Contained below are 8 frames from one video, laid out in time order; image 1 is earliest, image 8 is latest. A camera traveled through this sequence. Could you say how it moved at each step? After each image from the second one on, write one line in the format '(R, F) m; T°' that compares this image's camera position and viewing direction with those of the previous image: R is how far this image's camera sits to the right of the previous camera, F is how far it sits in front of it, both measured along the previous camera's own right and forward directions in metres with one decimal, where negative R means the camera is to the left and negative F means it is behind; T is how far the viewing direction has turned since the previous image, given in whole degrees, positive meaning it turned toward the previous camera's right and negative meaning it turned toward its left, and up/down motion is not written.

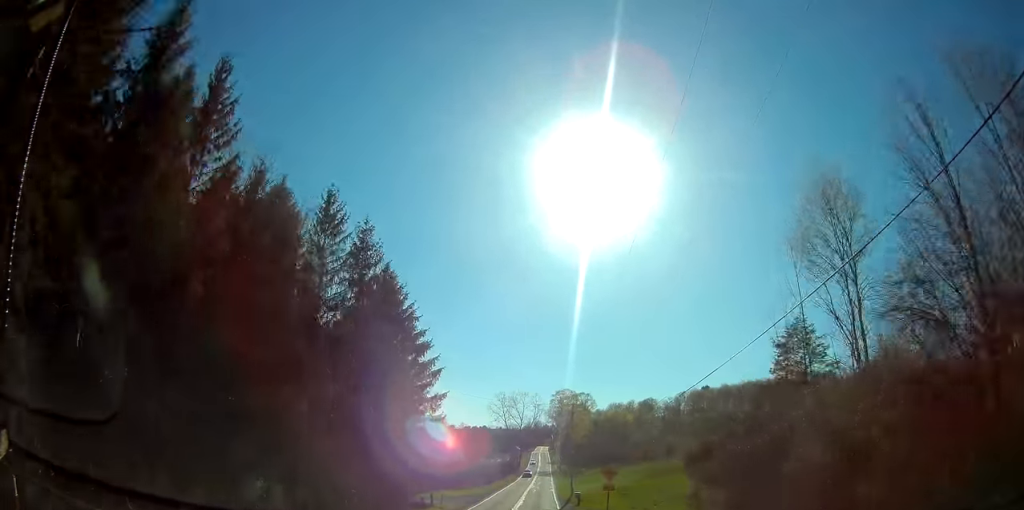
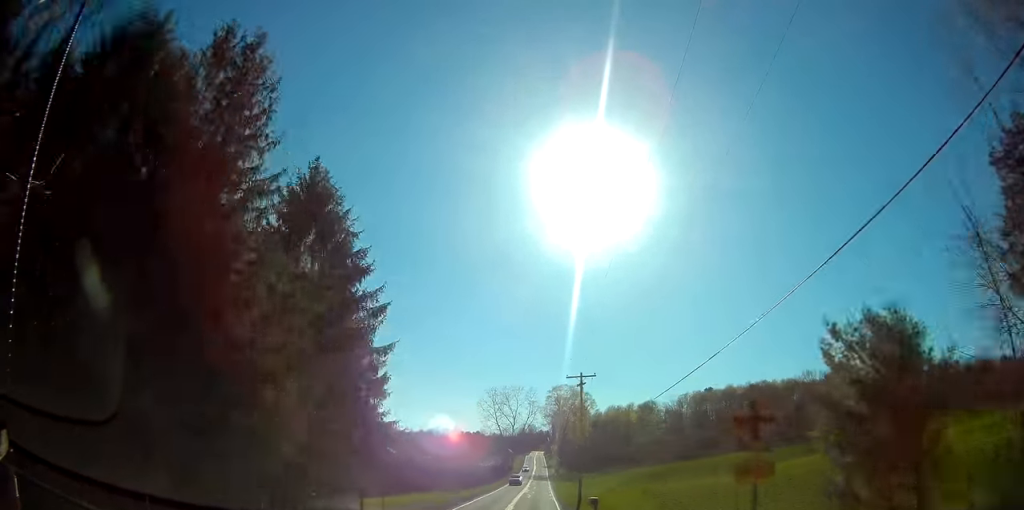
(-0.2, +17.6) m; 0°
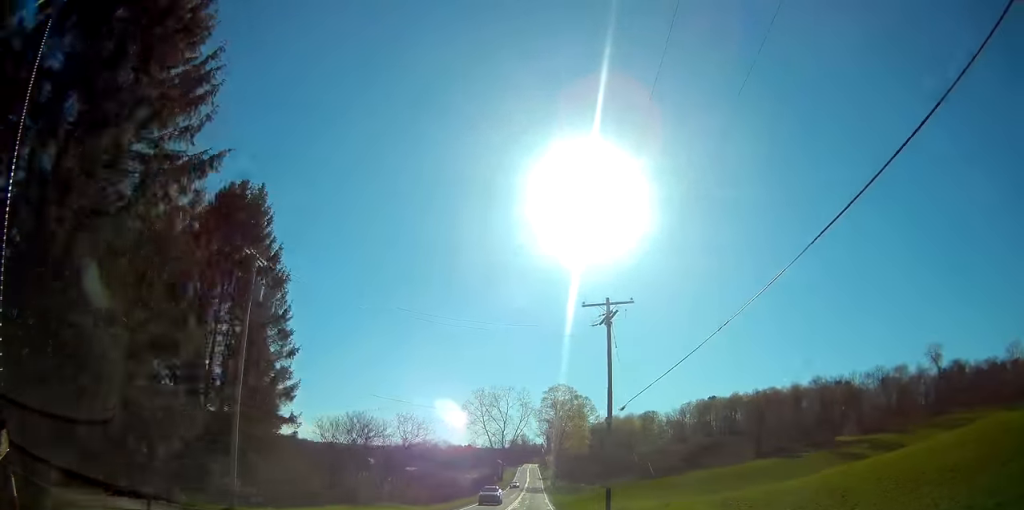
(0.0, +20.3) m; +1°
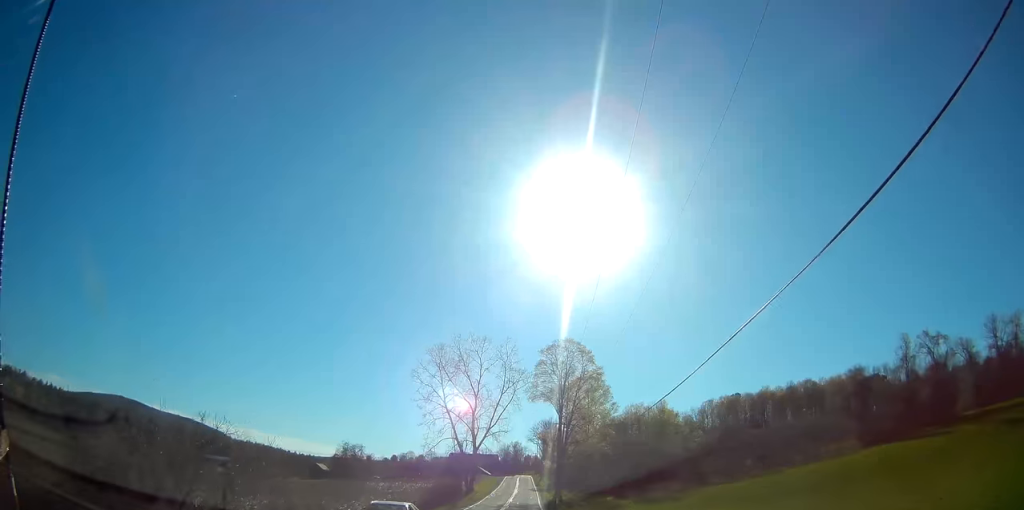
(+1.5, +52.3) m; +2°
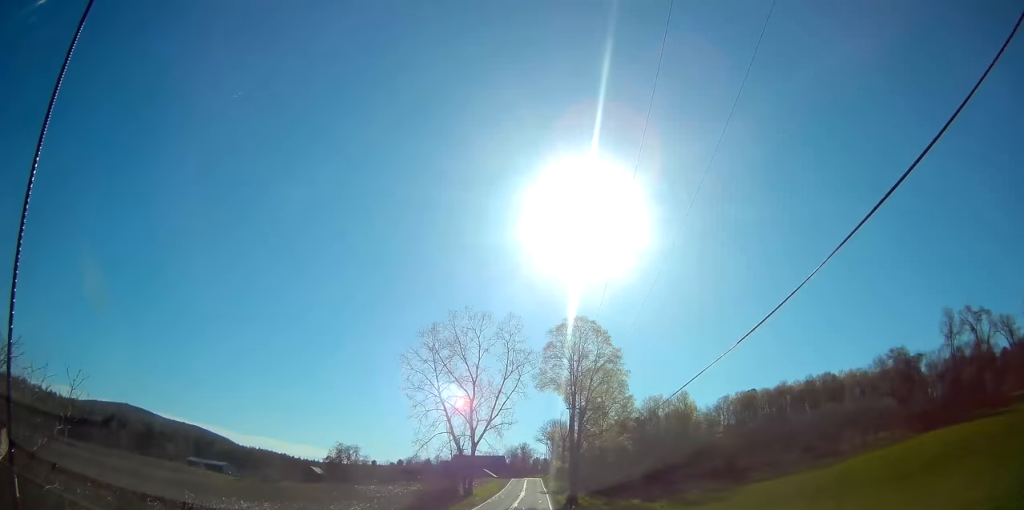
(+0.1, +12.4) m; -1°
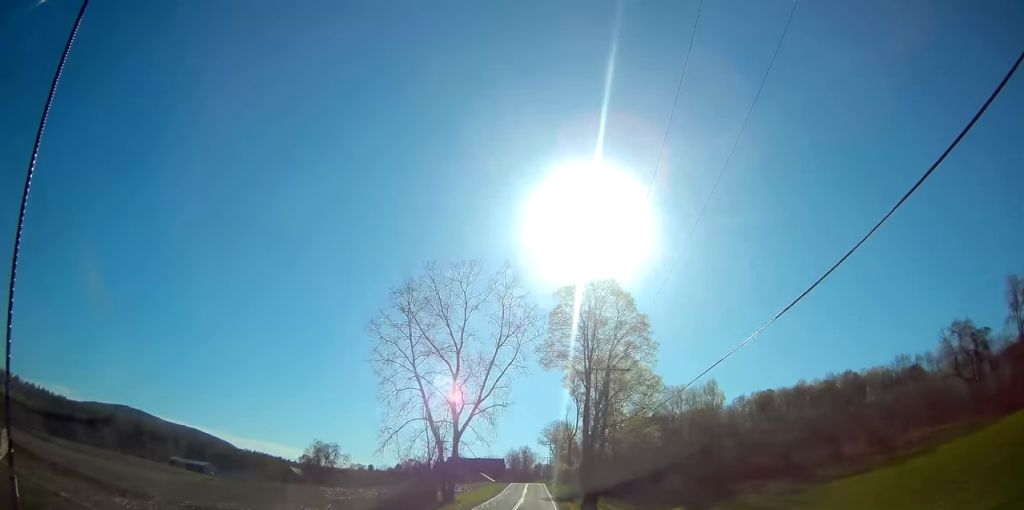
(-0.2, +17.5) m; 0°
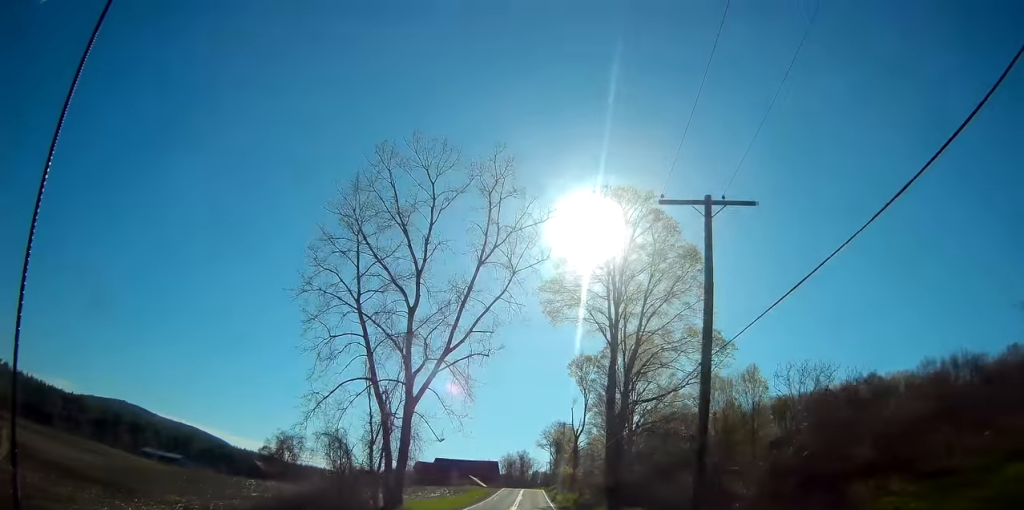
(-0.2, +19.8) m; 0°
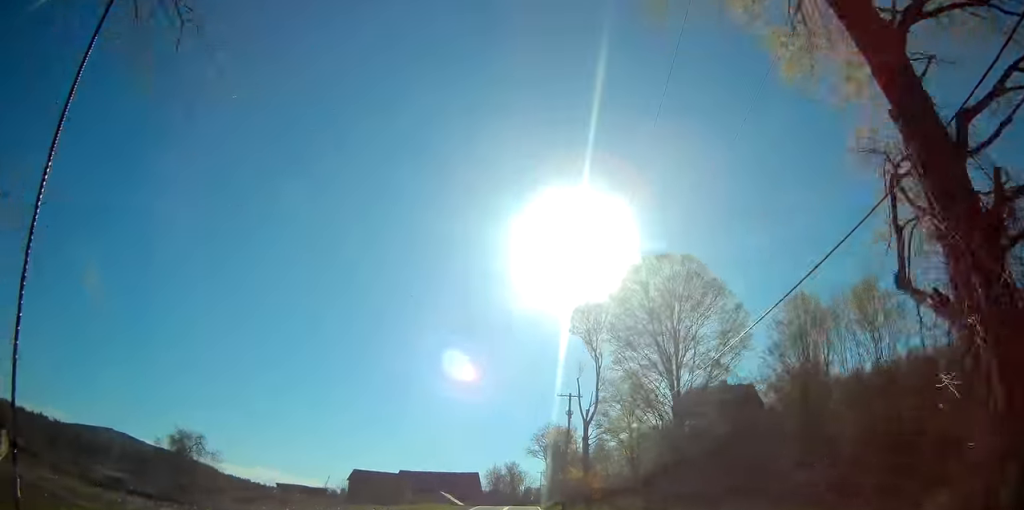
(+0.3, +35.1) m; 0°
